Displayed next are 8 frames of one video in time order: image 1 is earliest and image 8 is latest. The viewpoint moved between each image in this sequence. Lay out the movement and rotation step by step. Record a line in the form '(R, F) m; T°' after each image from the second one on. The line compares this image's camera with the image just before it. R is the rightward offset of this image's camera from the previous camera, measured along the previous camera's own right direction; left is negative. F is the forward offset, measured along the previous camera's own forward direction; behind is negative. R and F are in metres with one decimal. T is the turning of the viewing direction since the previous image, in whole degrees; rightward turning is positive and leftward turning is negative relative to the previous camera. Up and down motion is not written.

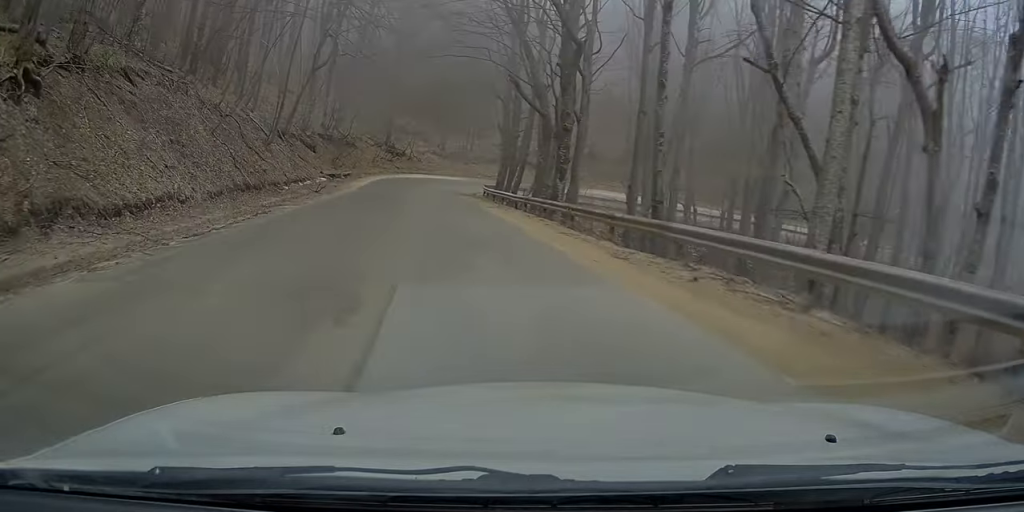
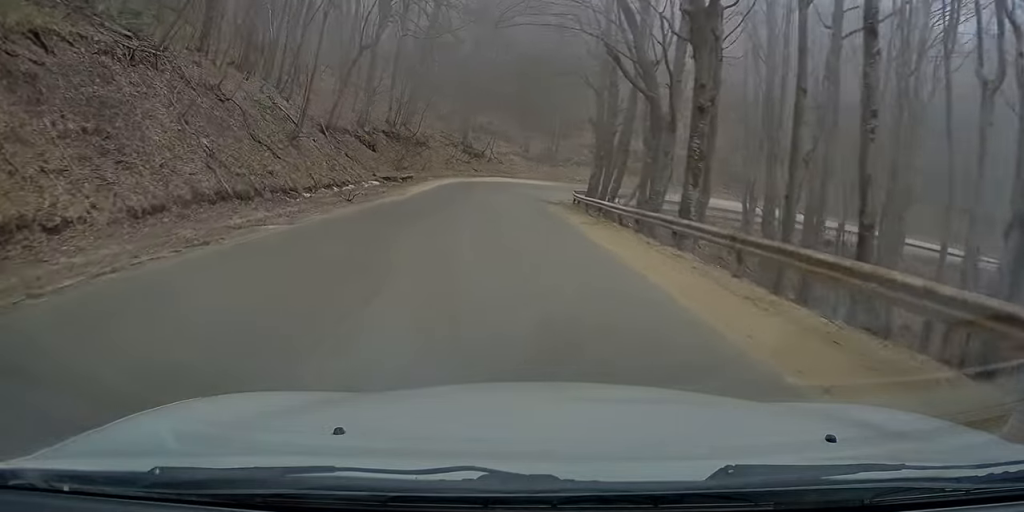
(-0.9, +5.1) m; -9°
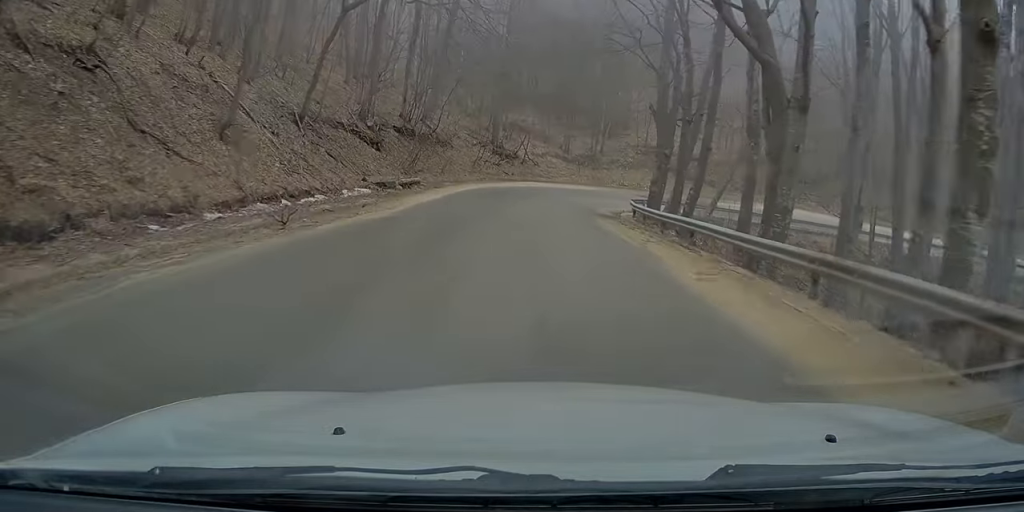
(-0.5, +5.9) m; -7°
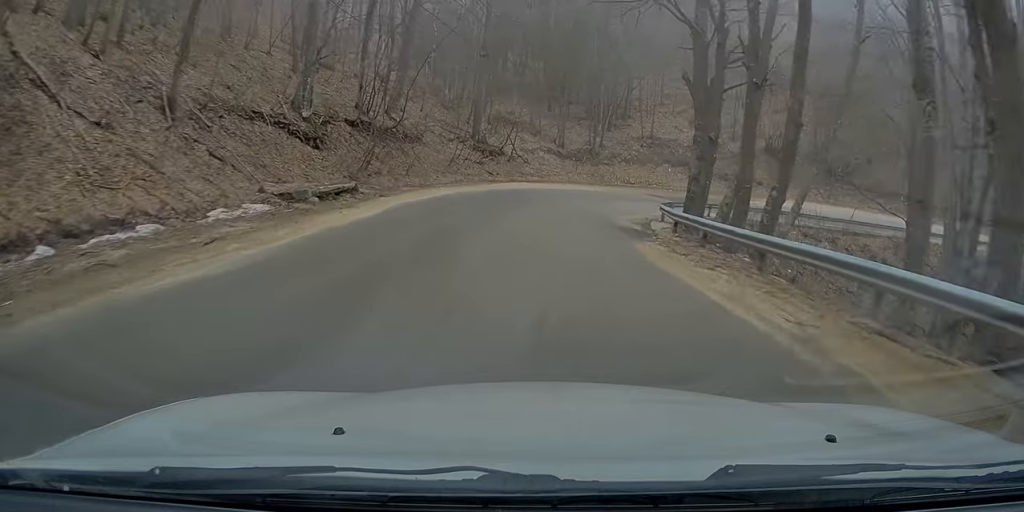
(-0.2, +5.9) m; -5°
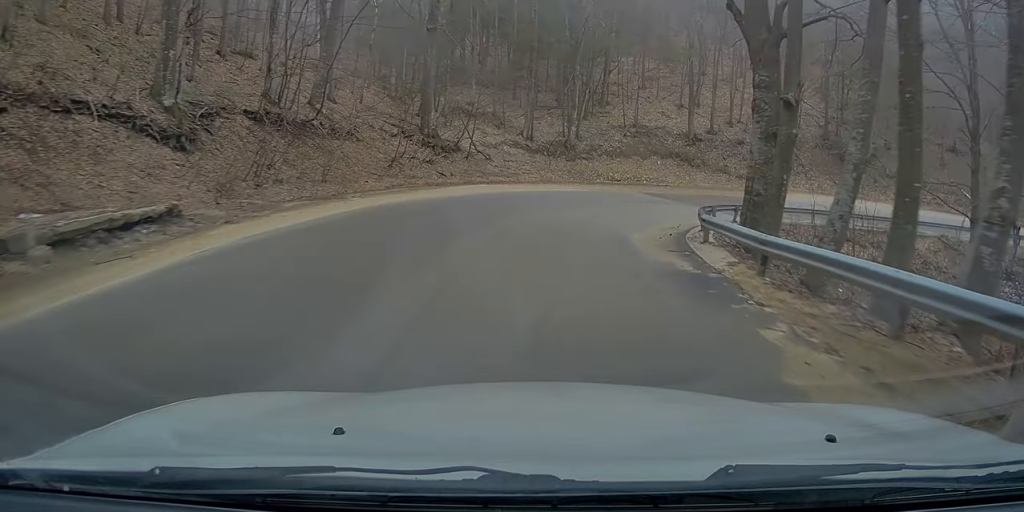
(-0.2, +6.0) m; -5°
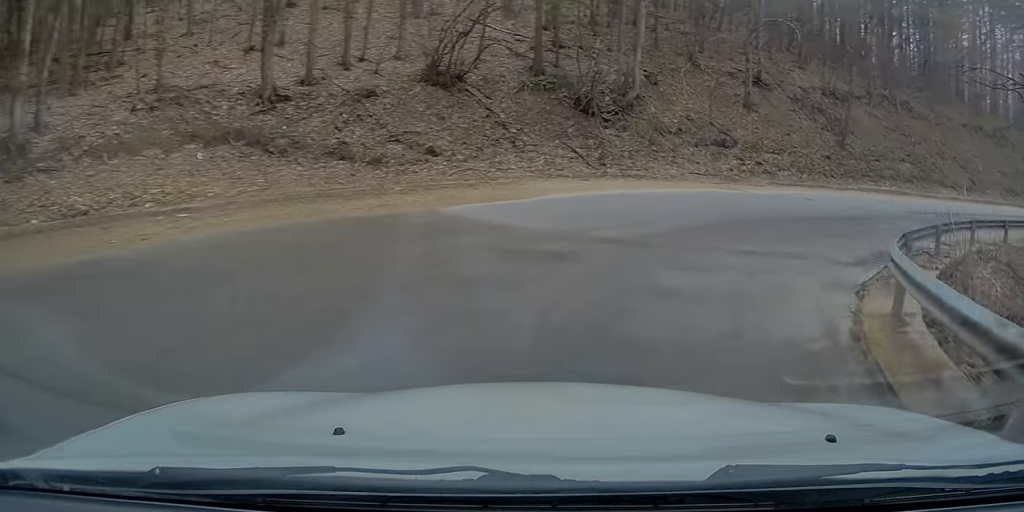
(+5.8, +20.7) m; +31°
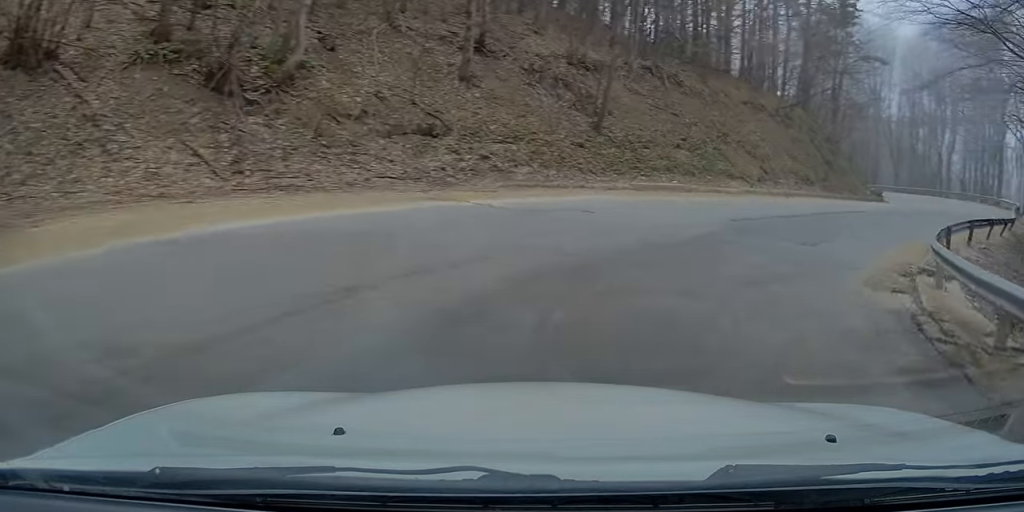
(+0.4, +7.7) m; +10°
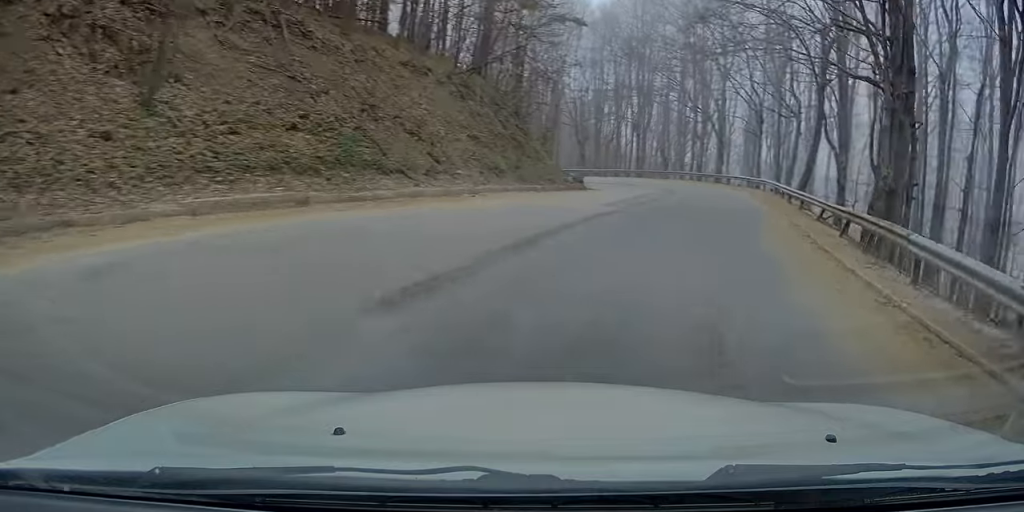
(+1.2, +8.3) m; +16°
